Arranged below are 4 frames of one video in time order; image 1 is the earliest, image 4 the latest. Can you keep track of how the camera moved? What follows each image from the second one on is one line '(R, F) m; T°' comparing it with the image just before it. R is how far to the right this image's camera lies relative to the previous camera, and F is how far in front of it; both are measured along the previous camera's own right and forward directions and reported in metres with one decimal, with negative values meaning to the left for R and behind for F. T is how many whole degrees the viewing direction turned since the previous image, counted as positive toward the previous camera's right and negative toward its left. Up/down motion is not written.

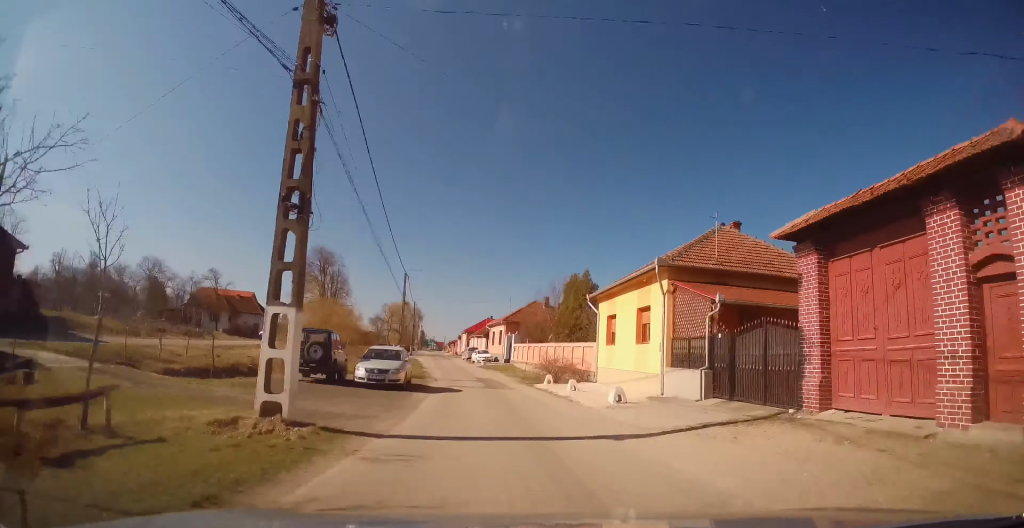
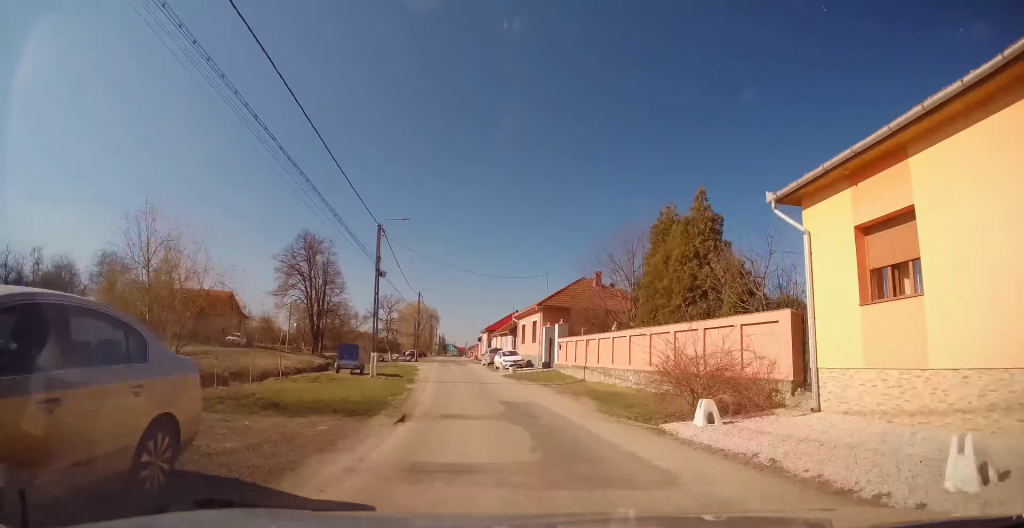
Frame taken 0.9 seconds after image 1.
(-0.2, +17.5) m; -1°
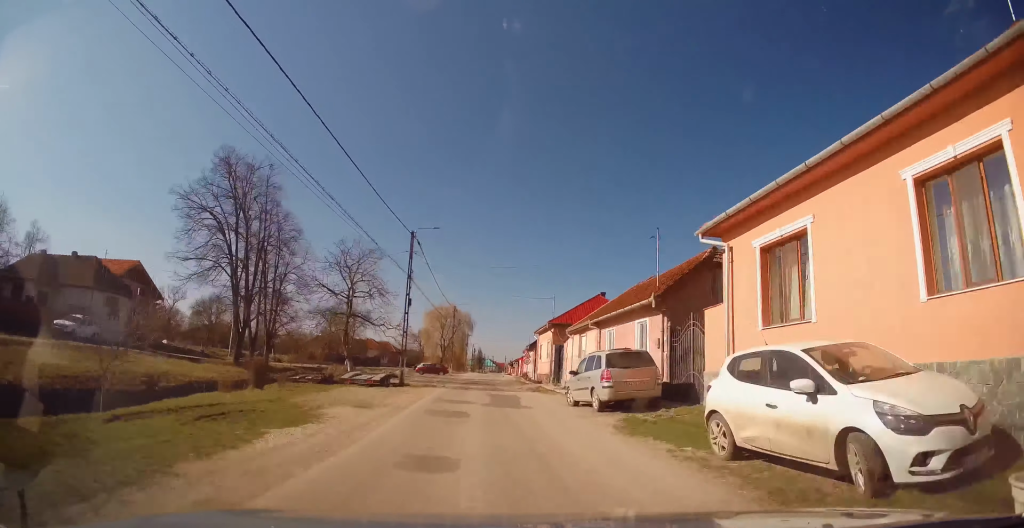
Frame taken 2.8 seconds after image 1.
(-1.3, +34.8) m; -5°
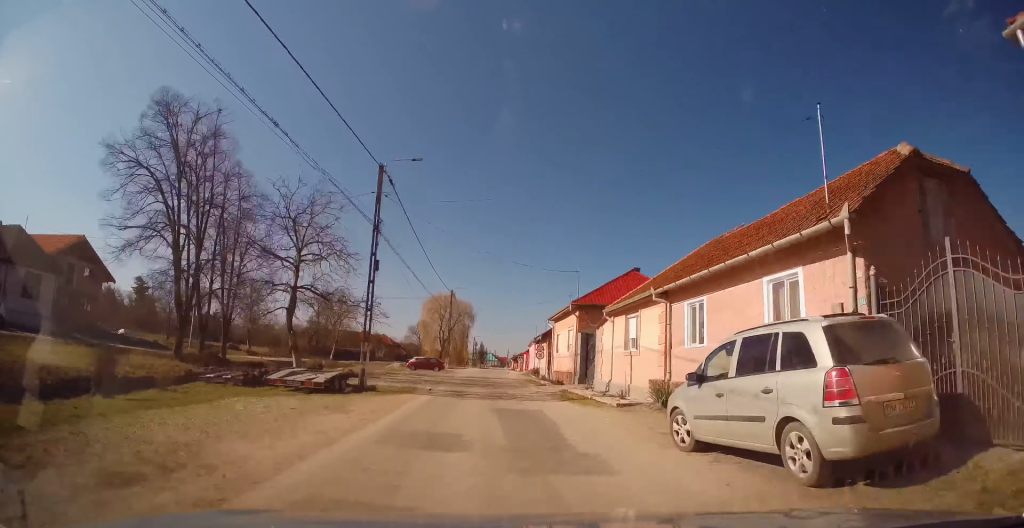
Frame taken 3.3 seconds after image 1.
(-0.2, +9.6) m; -1°
